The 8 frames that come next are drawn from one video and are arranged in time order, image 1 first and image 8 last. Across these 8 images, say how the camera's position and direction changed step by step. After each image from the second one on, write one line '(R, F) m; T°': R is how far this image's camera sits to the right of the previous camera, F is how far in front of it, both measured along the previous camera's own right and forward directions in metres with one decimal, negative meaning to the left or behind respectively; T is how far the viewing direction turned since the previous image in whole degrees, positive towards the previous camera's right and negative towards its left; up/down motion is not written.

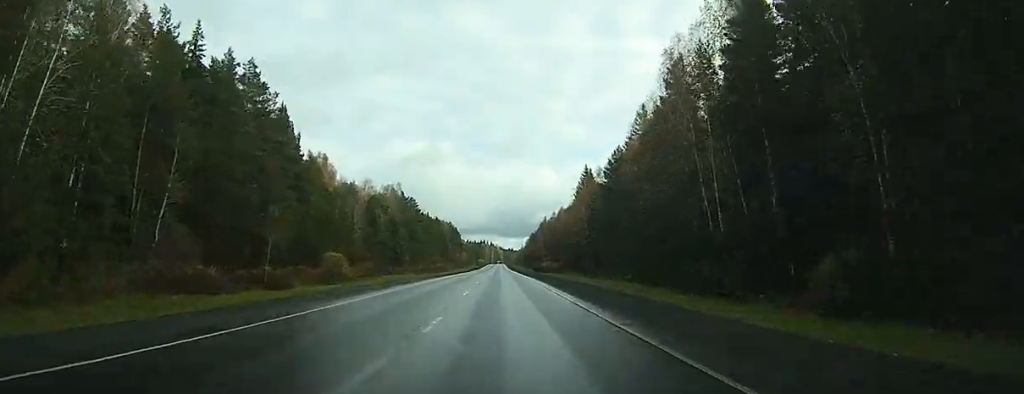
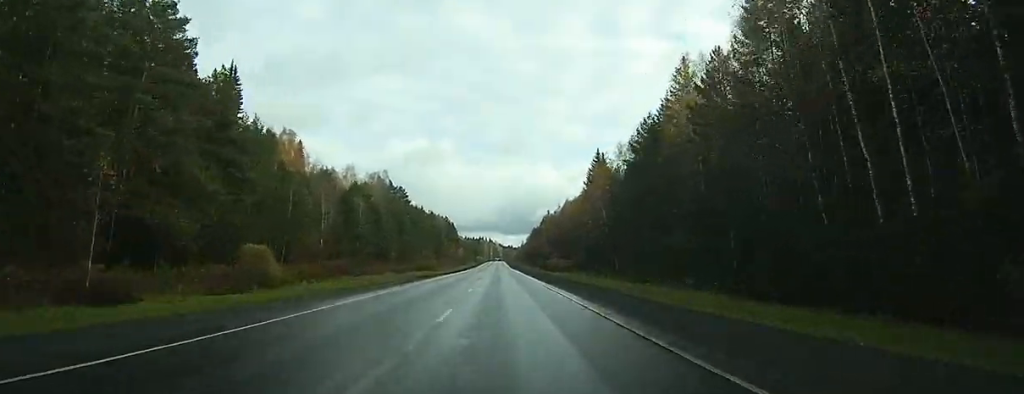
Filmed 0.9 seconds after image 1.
(-0.6, +21.6) m; -1°
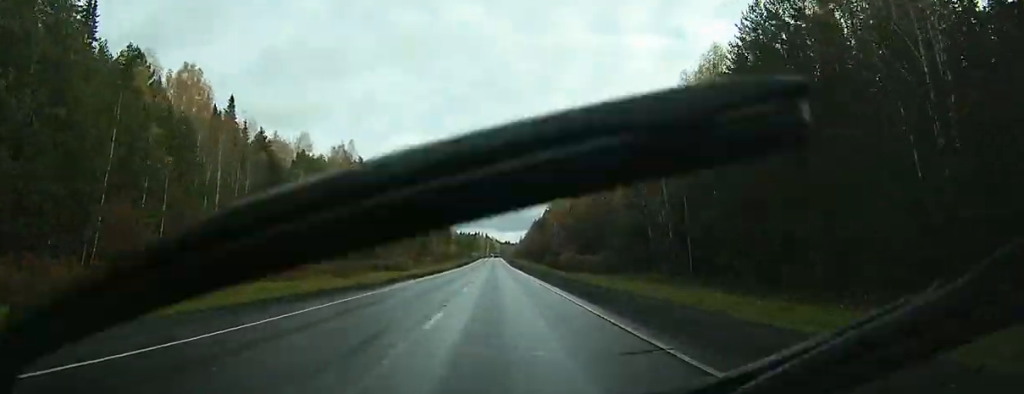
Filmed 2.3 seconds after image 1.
(-0.7, +38.5) m; -2°
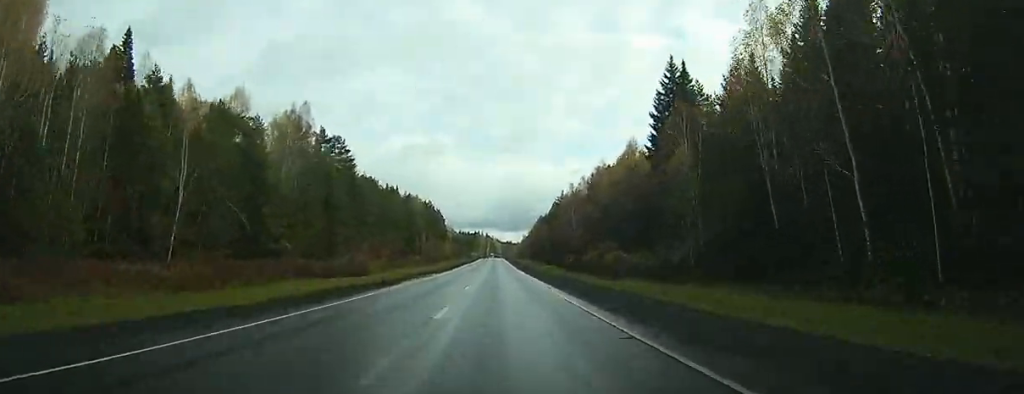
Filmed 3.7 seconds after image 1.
(-0.6, +40.0) m; 0°
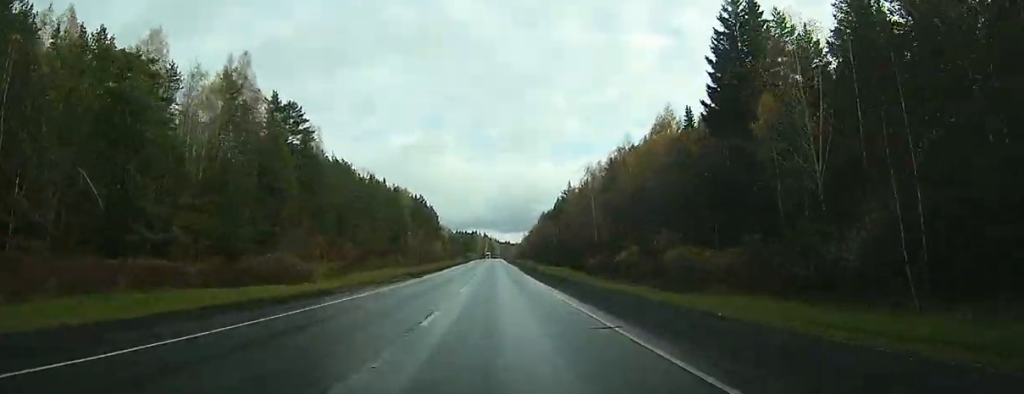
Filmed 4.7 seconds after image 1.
(+0.1, +29.2) m; 0°
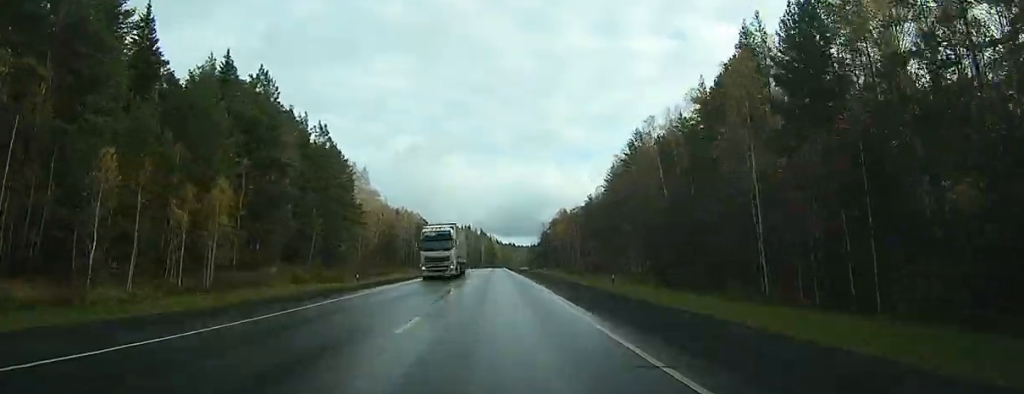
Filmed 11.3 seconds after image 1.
(+3.5, +184.7) m; +1°
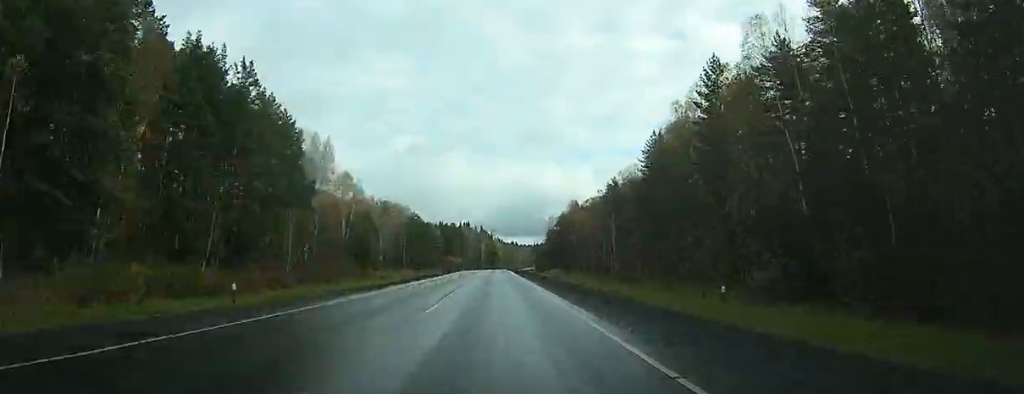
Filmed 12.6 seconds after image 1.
(-0.1, +33.1) m; 0°
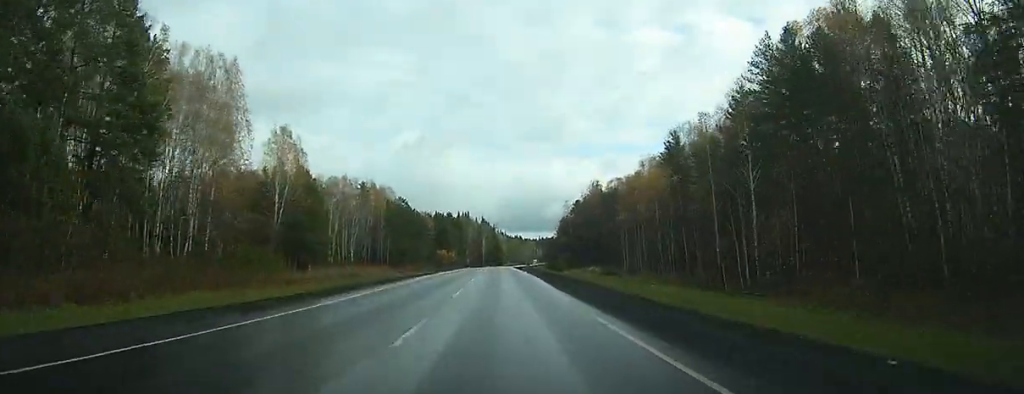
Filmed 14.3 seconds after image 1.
(-0.1, +41.8) m; 0°
